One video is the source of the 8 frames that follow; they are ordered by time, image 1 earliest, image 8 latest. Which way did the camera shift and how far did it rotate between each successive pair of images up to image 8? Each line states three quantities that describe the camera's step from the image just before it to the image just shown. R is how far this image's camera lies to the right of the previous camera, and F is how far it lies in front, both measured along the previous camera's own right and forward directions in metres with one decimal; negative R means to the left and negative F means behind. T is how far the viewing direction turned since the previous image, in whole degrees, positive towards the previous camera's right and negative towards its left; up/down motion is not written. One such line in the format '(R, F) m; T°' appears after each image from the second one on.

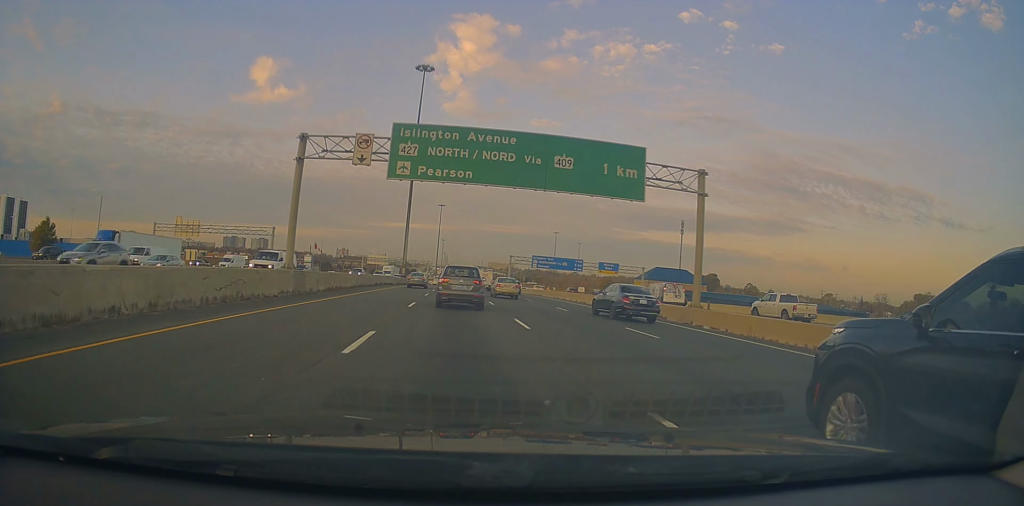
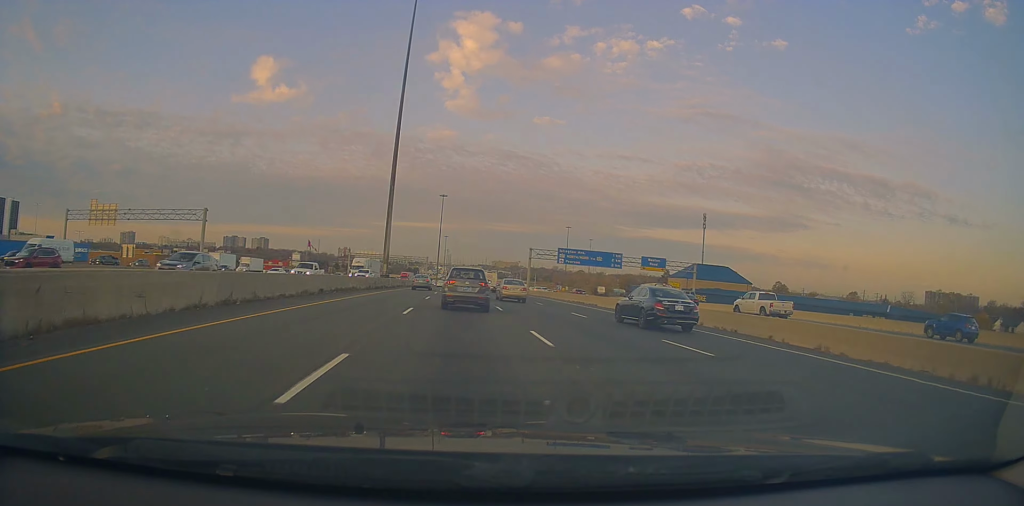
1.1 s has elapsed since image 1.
(-0.3, +27.5) m; +1°
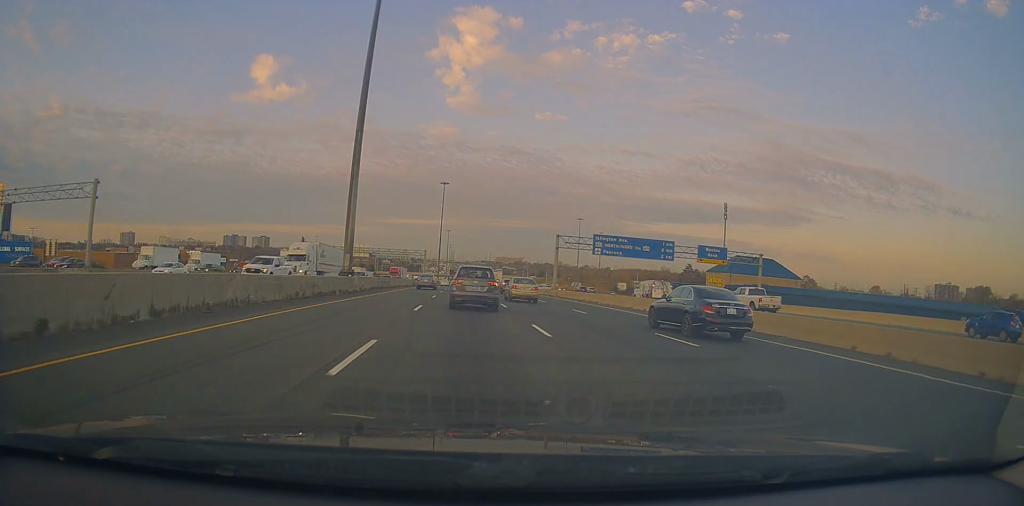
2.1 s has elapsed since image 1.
(+0.5, +23.0) m; 0°
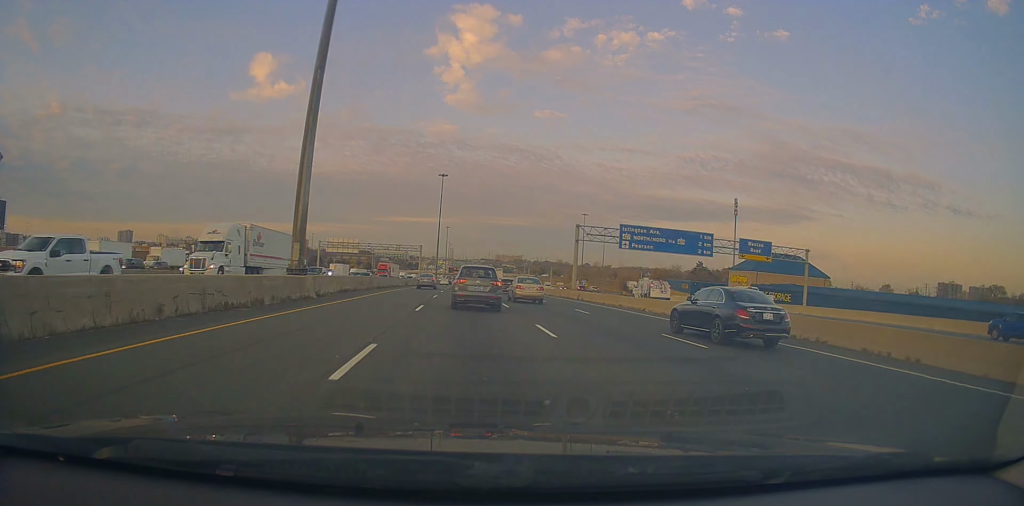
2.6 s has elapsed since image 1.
(-0.3, +12.3) m; -1°
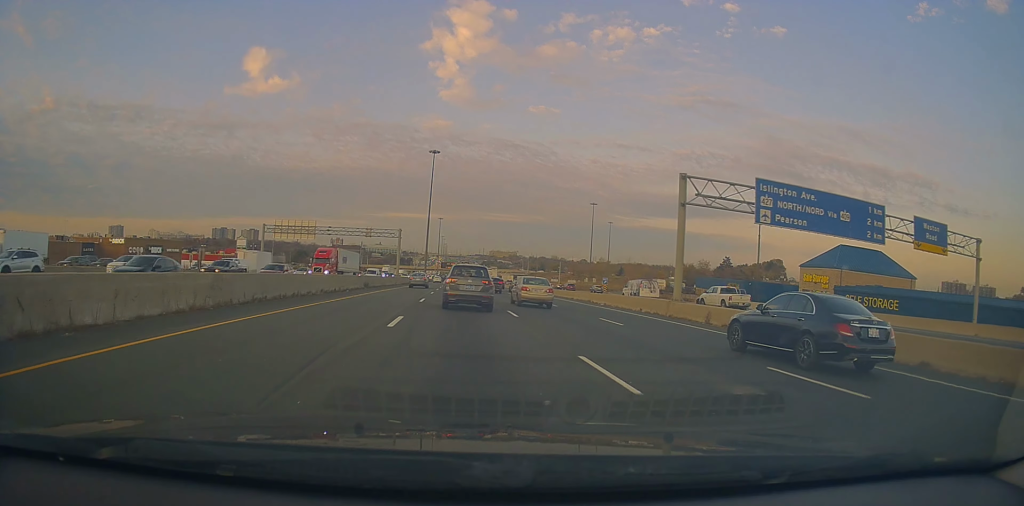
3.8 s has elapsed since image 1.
(-0.4, +30.3) m; -1°
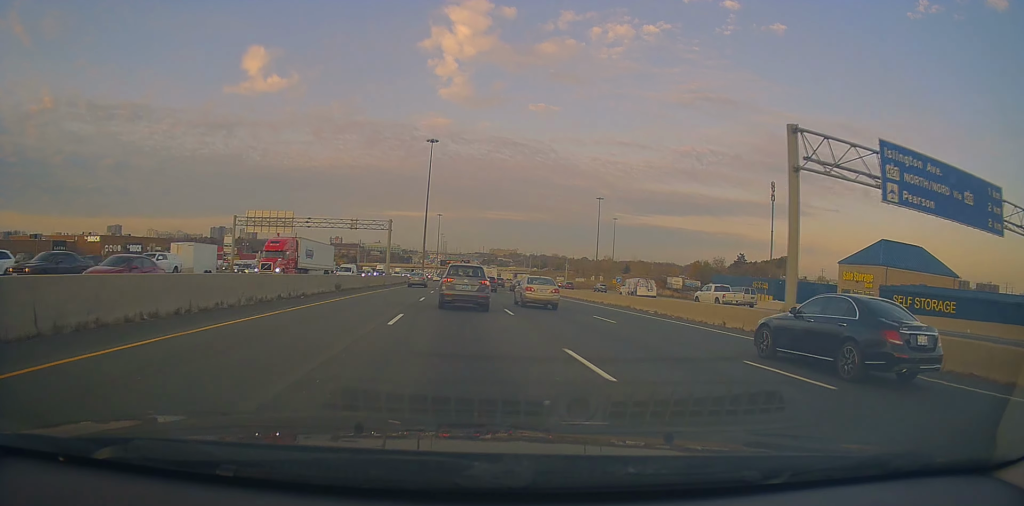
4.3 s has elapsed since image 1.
(0.0, +11.4) m; 0°
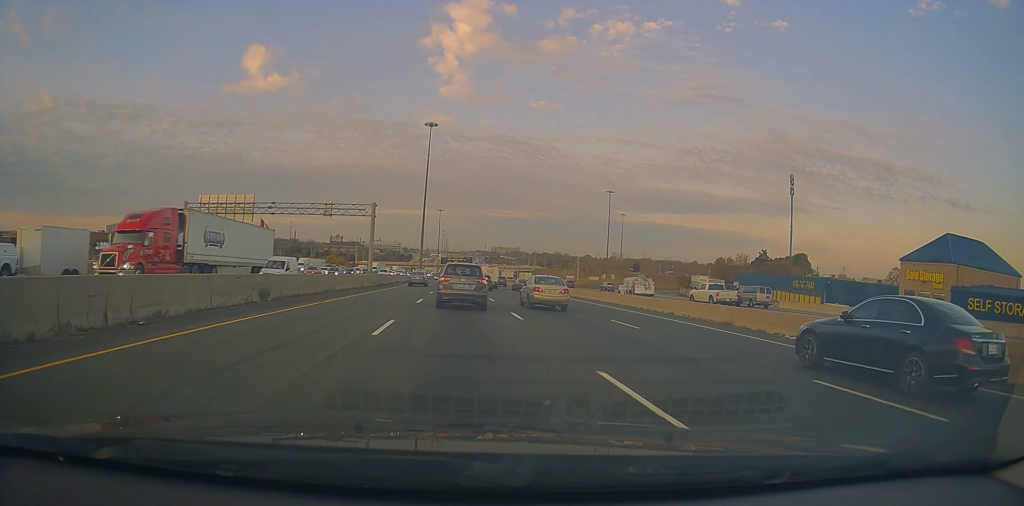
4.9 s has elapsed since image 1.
(-0.1, +14.7) m; +1°
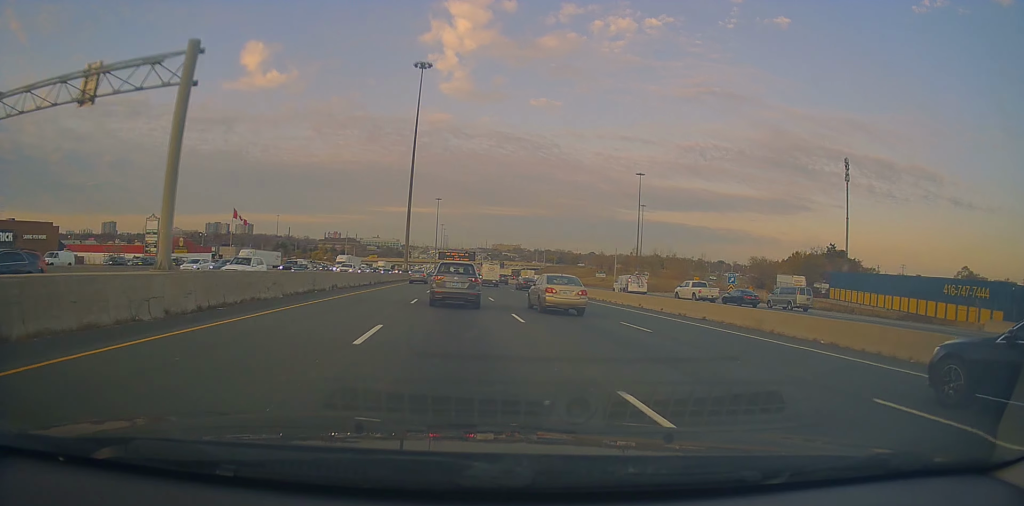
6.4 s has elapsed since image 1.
(+0.4, +38.2) m; 0°
